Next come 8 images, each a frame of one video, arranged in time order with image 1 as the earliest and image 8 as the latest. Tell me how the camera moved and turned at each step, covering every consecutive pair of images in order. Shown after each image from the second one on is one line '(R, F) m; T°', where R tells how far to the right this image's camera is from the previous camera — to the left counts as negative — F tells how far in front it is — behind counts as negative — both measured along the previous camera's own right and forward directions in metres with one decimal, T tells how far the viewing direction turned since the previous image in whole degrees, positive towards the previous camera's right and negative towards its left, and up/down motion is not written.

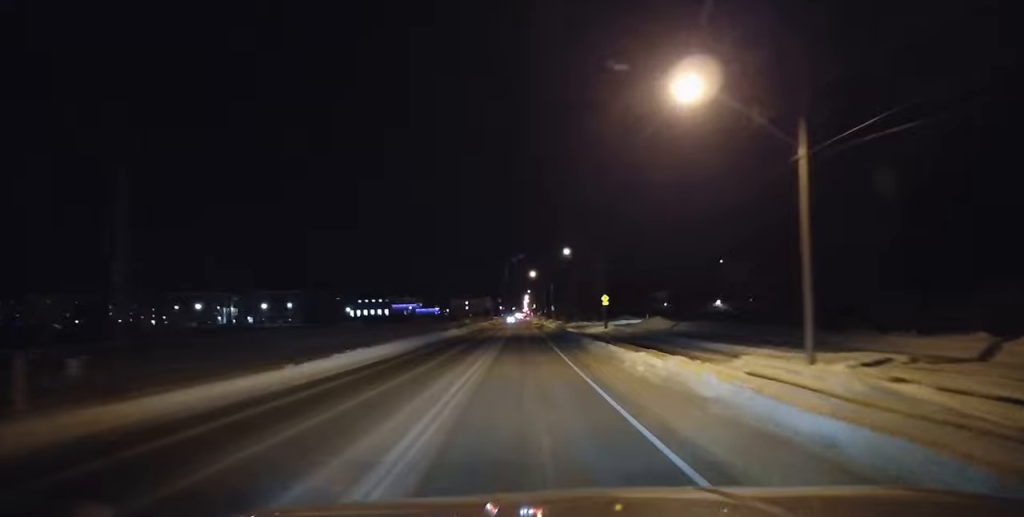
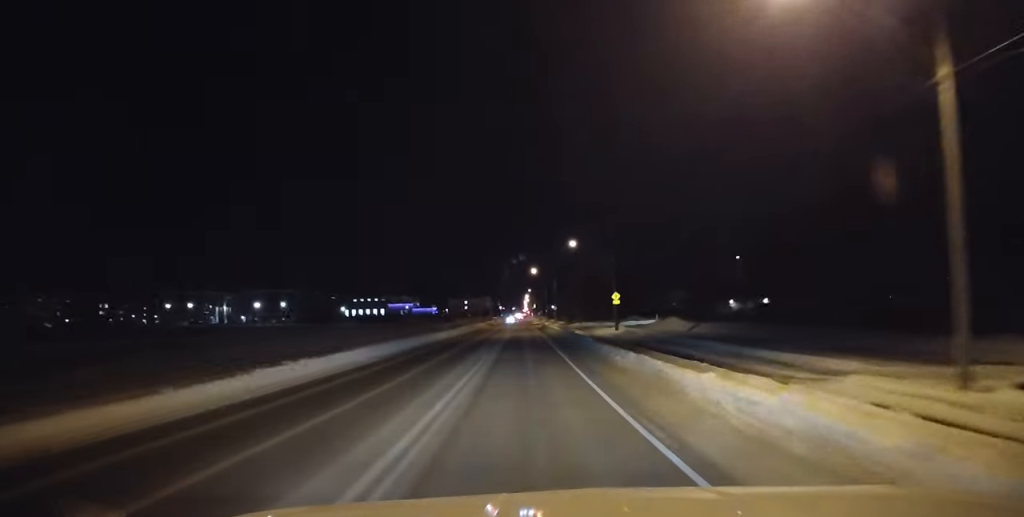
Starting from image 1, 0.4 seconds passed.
(0.0, +7.7) m; 0°
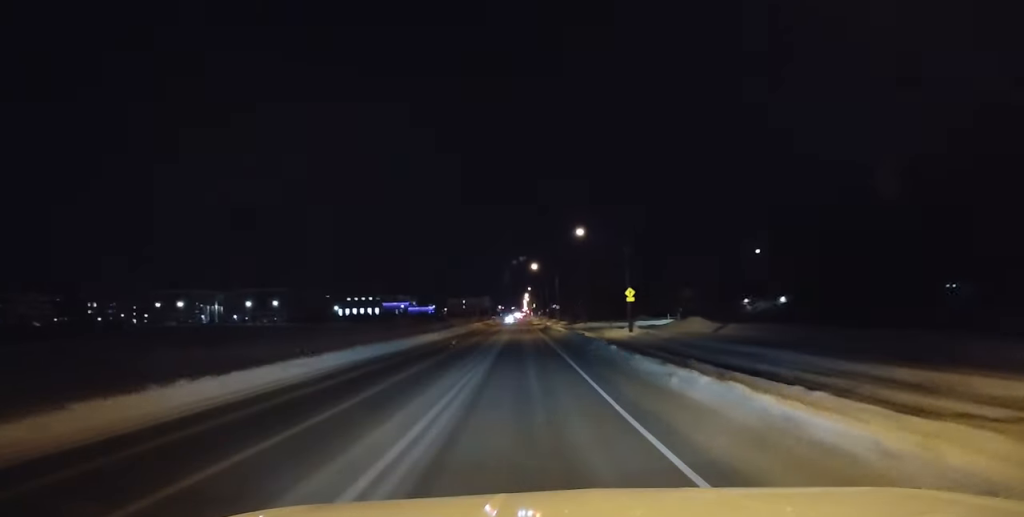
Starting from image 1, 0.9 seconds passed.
(0.0, +8.1) m; 0°
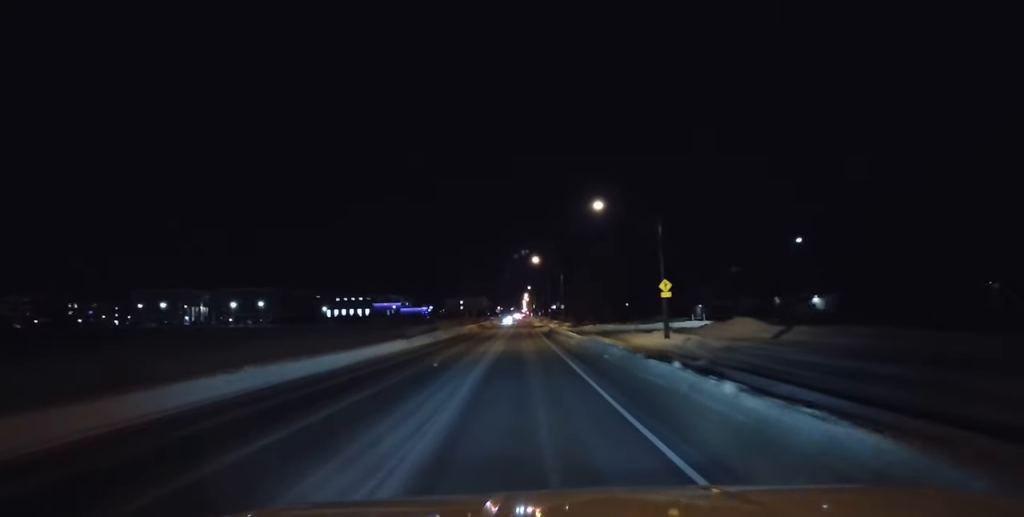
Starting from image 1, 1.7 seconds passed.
(0.0, +13.2) m; 0°
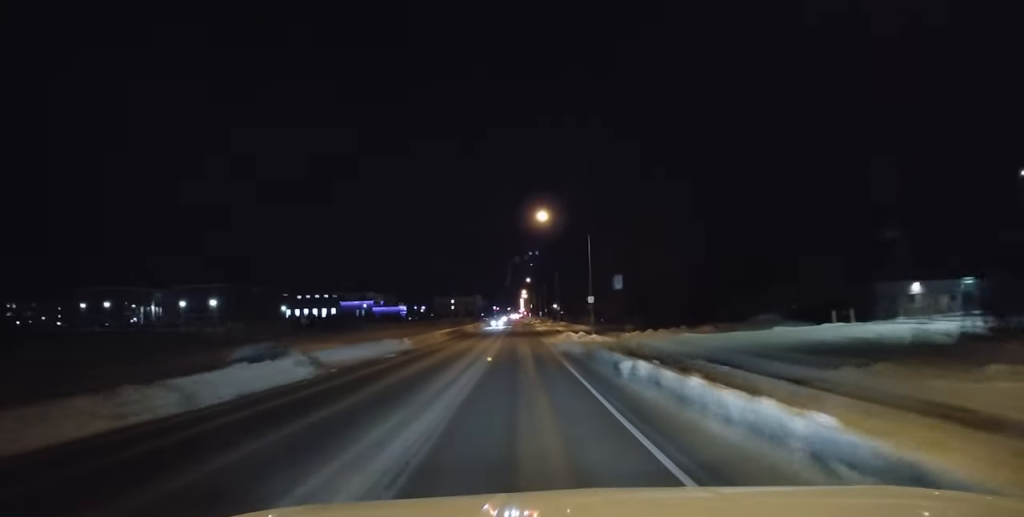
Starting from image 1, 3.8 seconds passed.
(-0.6, +37.0) m; -1°
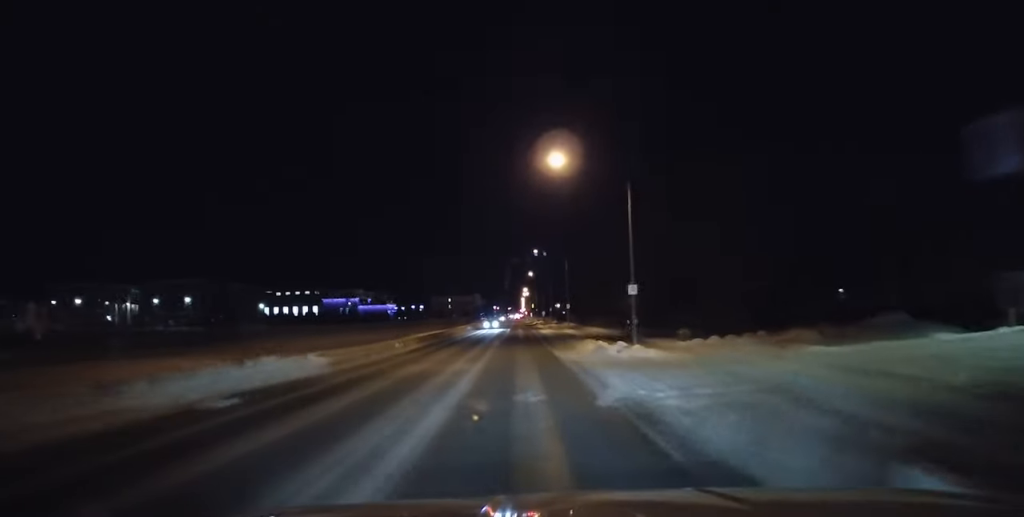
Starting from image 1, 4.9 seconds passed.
(+0.2, +17.4) m; +1°
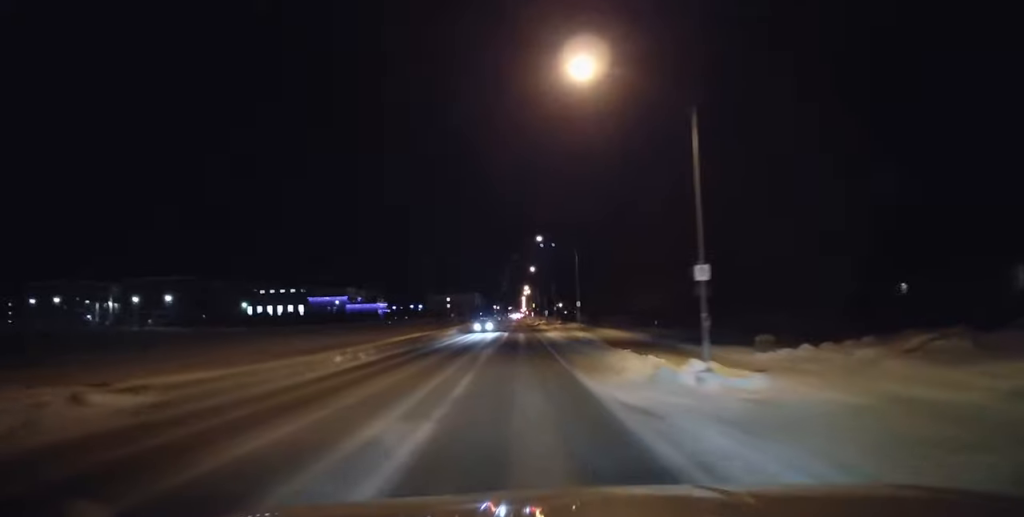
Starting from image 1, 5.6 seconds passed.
(0.0, +11.7) m; 0°
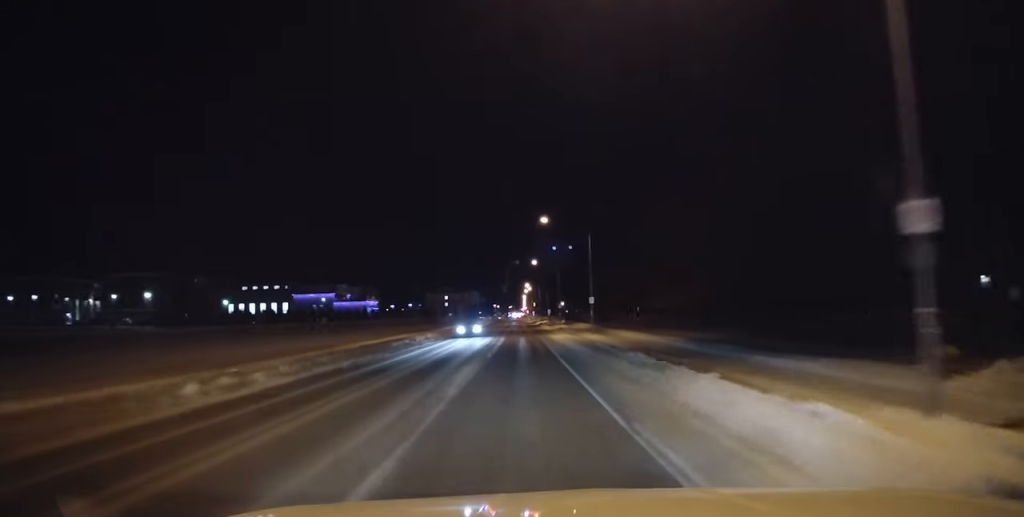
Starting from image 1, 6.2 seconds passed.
(0.0, +11.0) m; 0°
